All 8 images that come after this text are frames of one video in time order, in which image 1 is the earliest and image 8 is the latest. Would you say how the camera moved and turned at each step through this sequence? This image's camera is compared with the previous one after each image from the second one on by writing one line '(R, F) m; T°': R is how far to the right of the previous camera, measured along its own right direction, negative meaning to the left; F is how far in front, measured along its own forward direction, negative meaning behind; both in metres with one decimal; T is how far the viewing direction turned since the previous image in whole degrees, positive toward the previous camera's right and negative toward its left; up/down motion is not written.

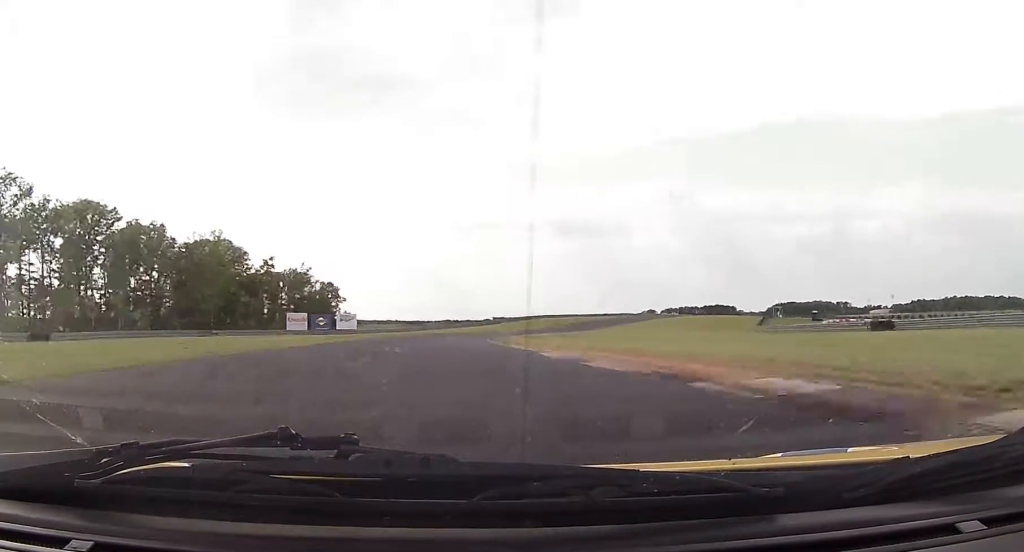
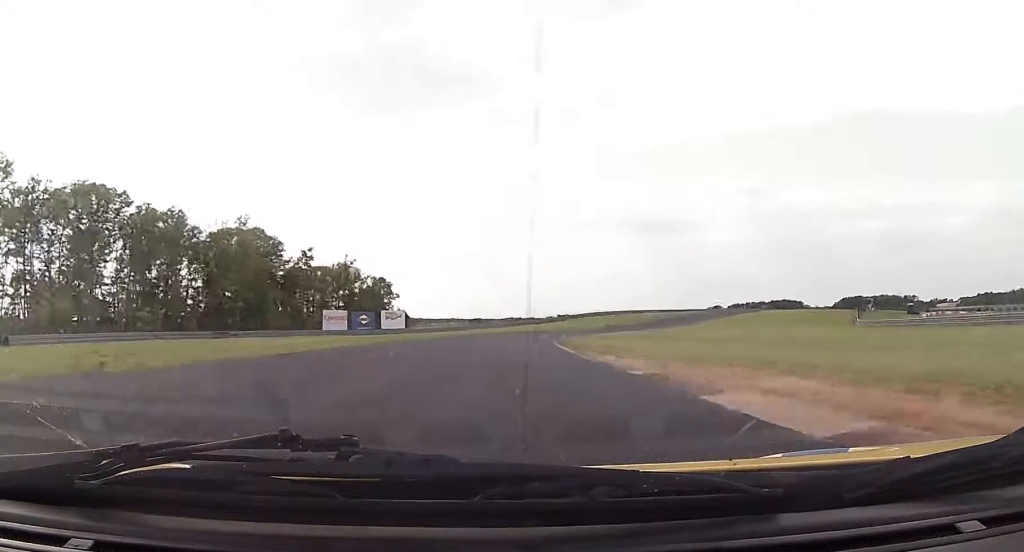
(-1.3, +15.3) m; -5°
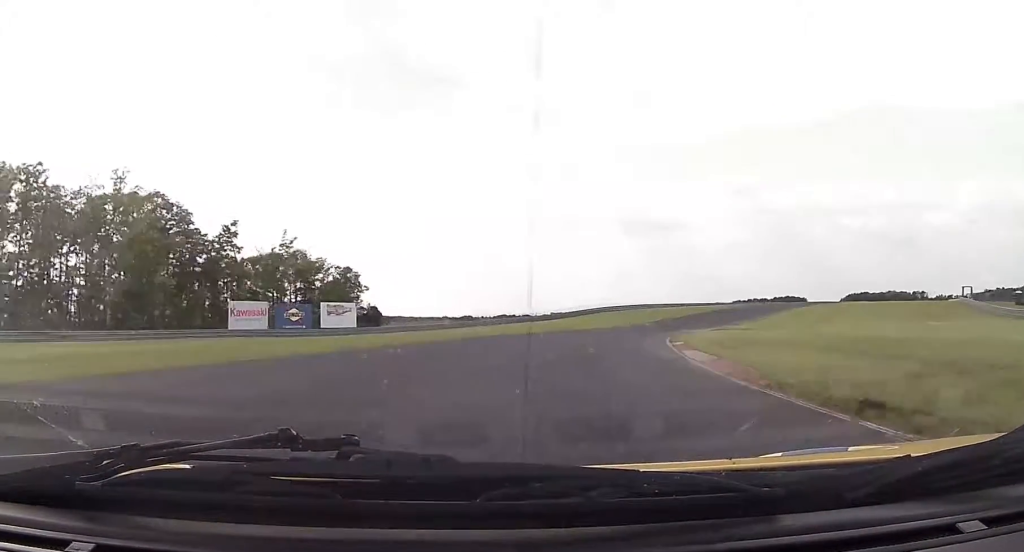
(-1.6, +36.7) m; -3°
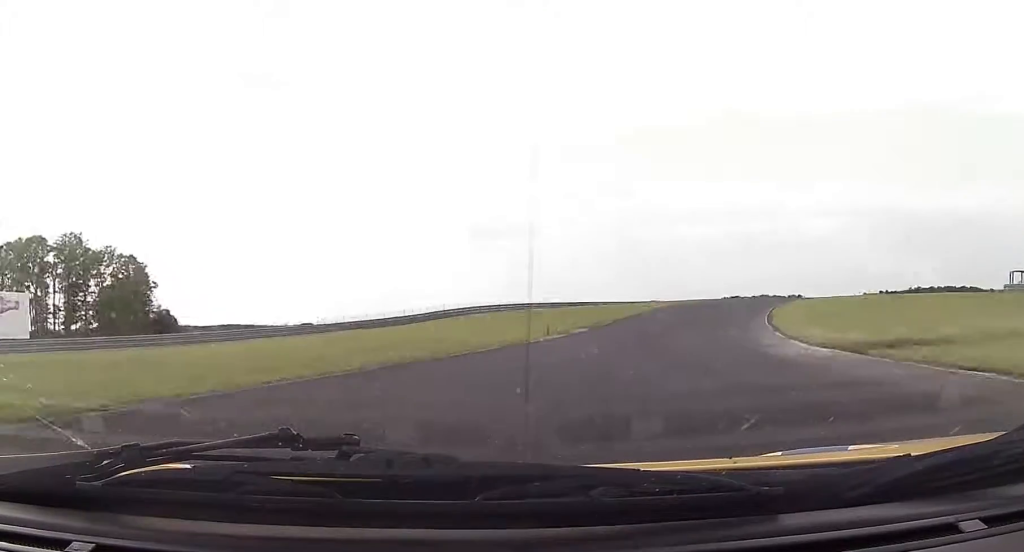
(+2.0, +44.1) m; +9°
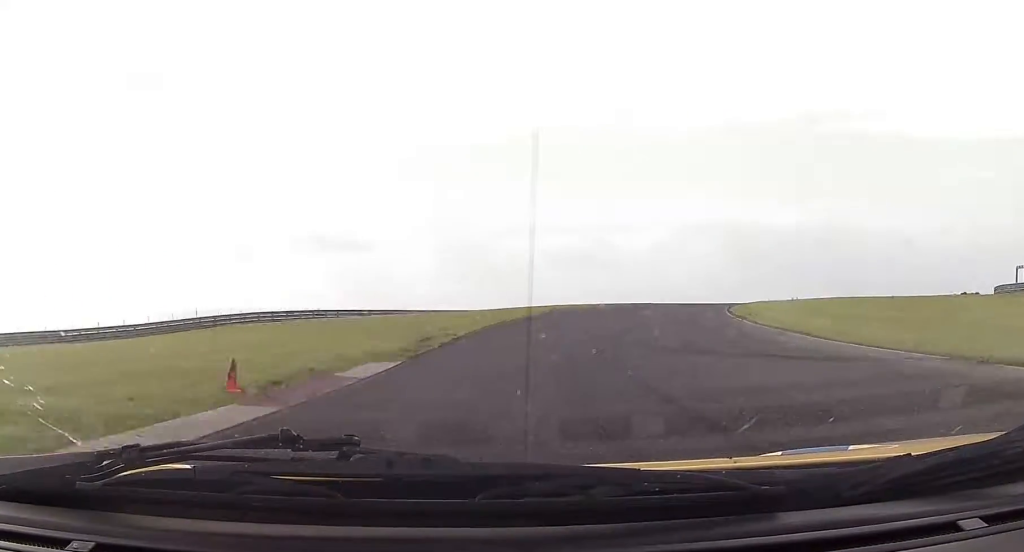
(+2.6, +28.5) m; +13°
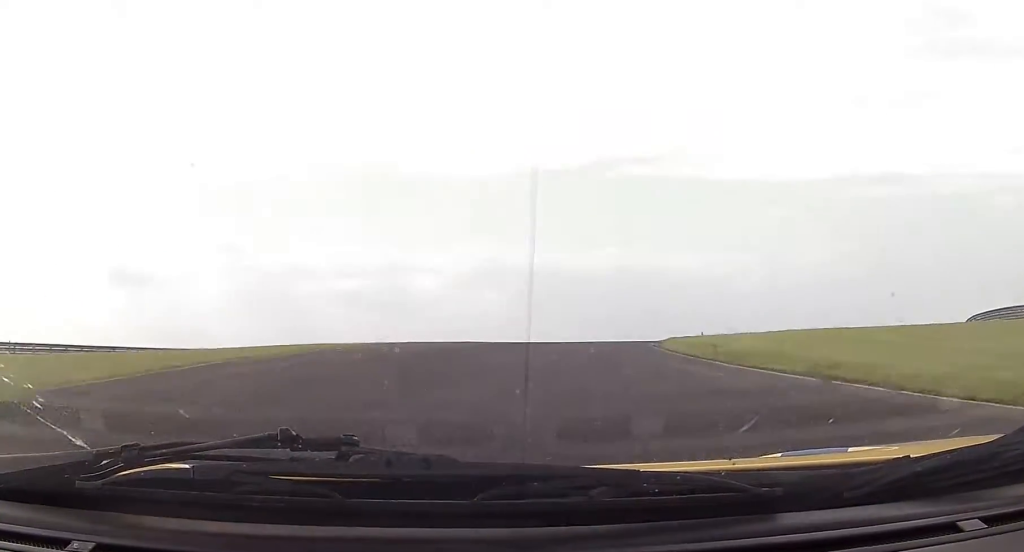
(+2.8, +25.0) m; +15°
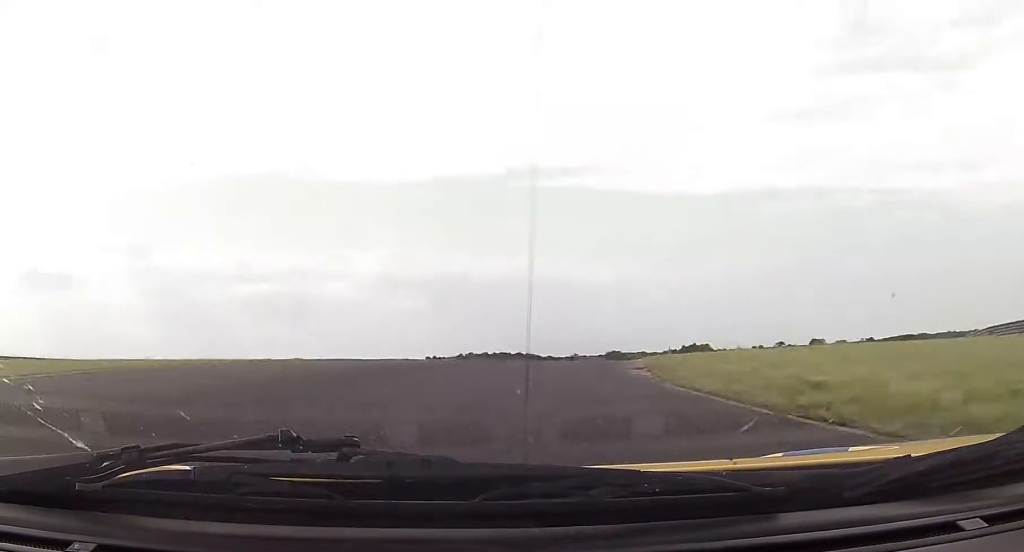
(+0.8, +11.7) m; +7°
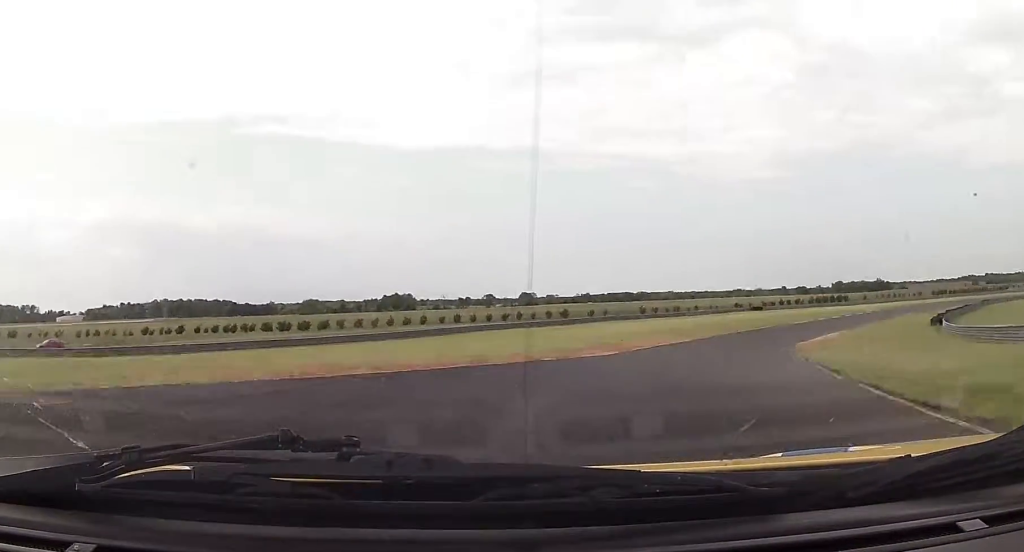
(+8.7, +40.8) m; +25°
